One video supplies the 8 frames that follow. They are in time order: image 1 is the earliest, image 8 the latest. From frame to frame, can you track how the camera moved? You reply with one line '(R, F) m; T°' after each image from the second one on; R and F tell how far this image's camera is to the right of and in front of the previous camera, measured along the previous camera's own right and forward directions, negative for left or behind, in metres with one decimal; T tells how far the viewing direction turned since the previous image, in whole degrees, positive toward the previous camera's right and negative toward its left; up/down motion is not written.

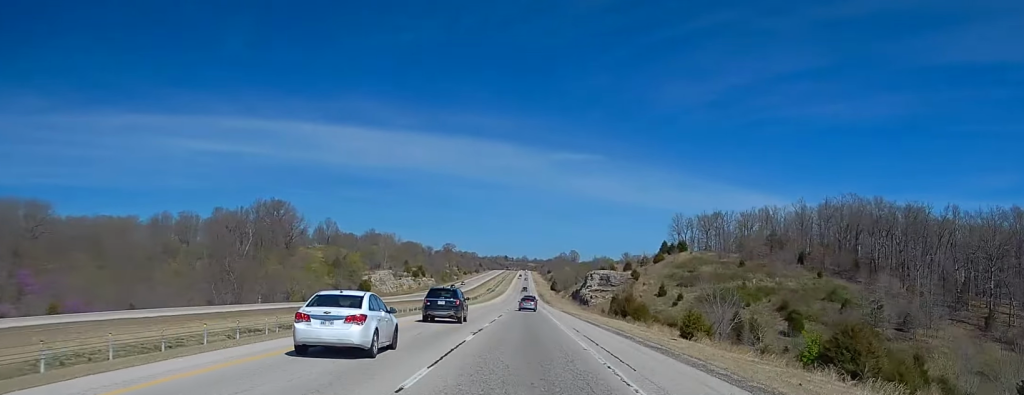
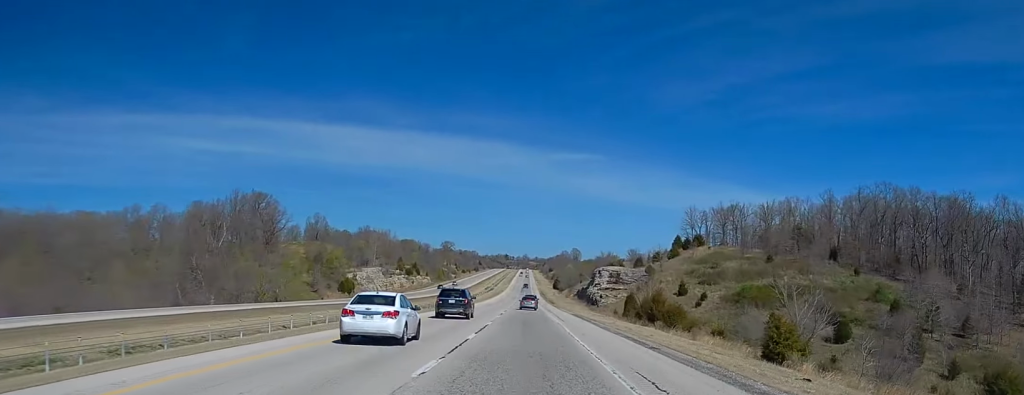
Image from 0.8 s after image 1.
(-0.1, +22.2) m; +1°
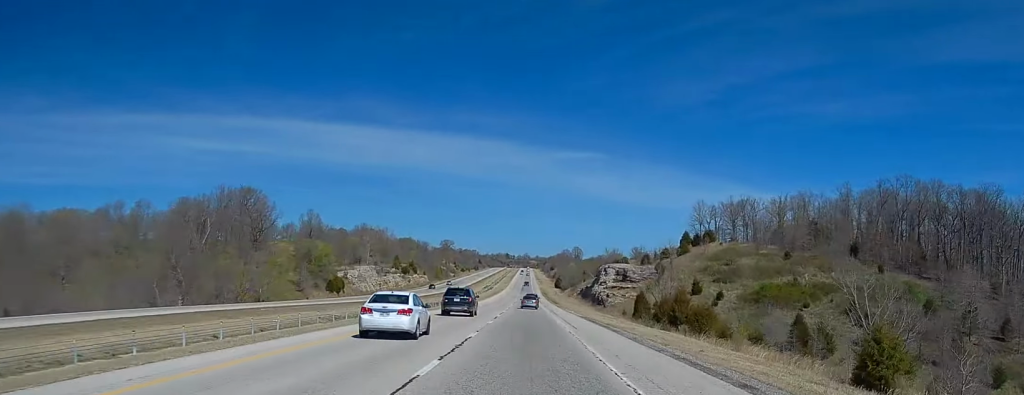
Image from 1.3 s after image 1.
(+0.3, +12.1) m; 0°
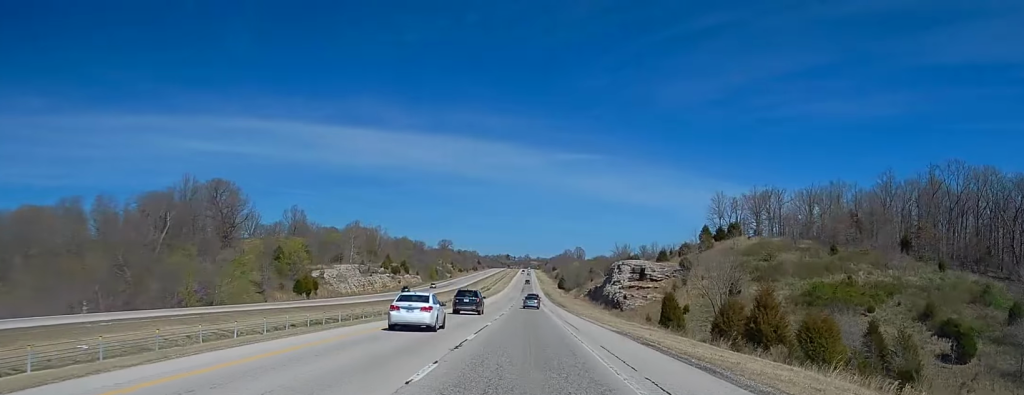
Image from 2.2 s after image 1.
(+0.1, +25.5) m; 0°
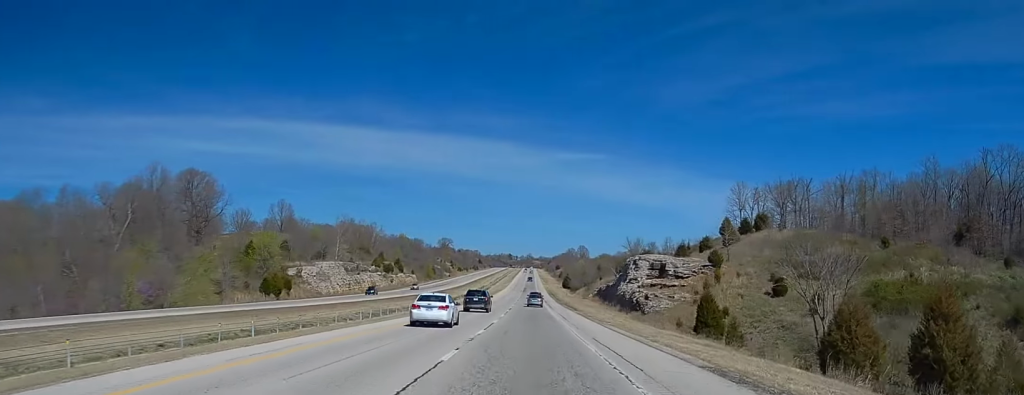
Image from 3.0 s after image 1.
(-0.3, +20.6) m; 0°
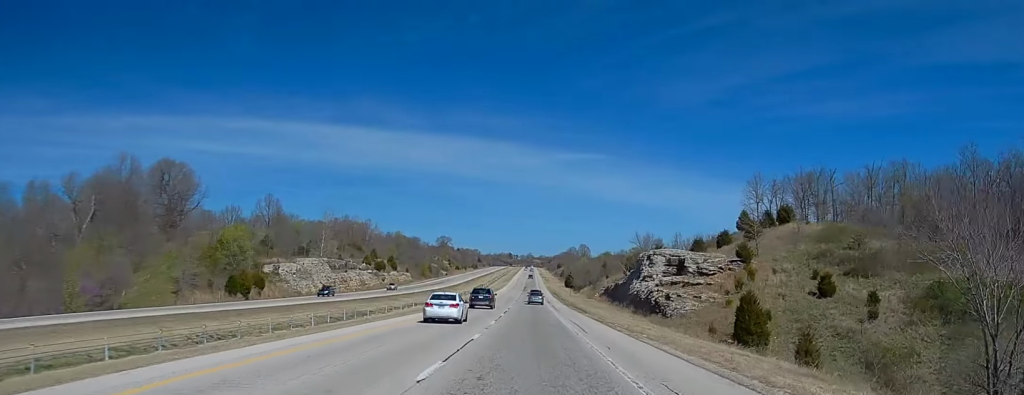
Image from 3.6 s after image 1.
(+0.4, +15.7) m; 0°
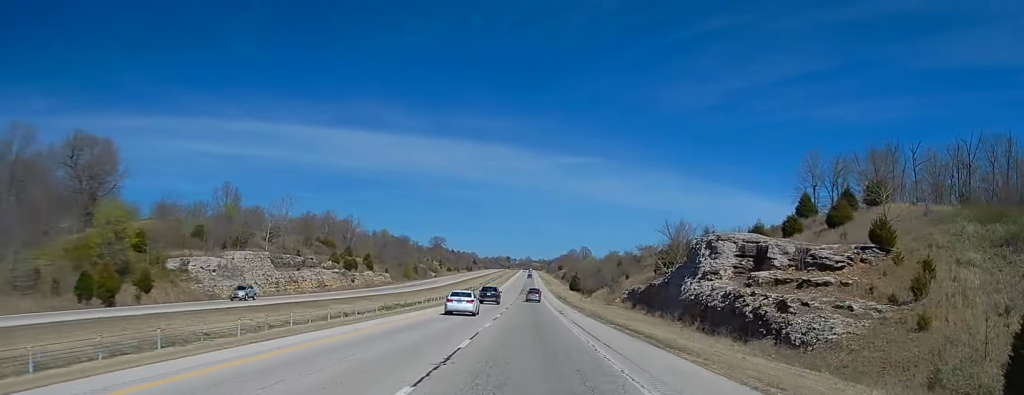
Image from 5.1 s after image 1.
(-0.7, +41.2) m; -1°
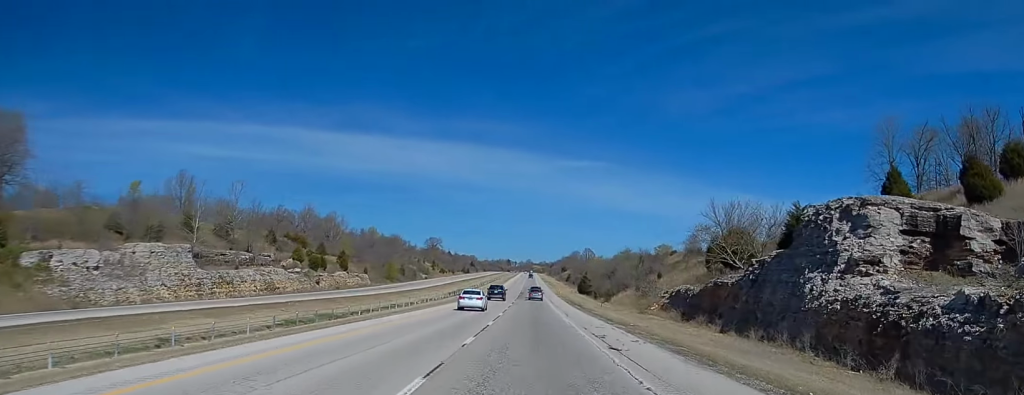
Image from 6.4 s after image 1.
(+0.6, +35.4) m; +1°
